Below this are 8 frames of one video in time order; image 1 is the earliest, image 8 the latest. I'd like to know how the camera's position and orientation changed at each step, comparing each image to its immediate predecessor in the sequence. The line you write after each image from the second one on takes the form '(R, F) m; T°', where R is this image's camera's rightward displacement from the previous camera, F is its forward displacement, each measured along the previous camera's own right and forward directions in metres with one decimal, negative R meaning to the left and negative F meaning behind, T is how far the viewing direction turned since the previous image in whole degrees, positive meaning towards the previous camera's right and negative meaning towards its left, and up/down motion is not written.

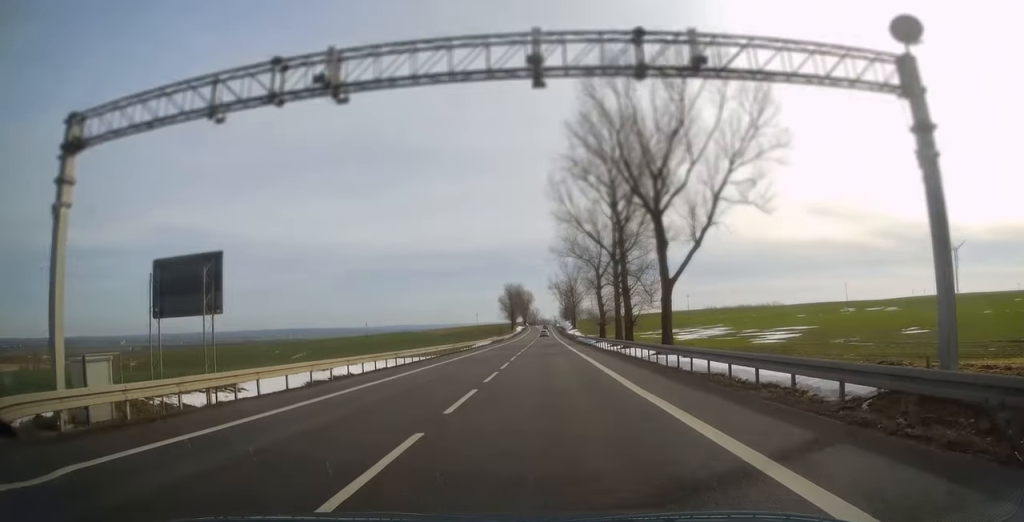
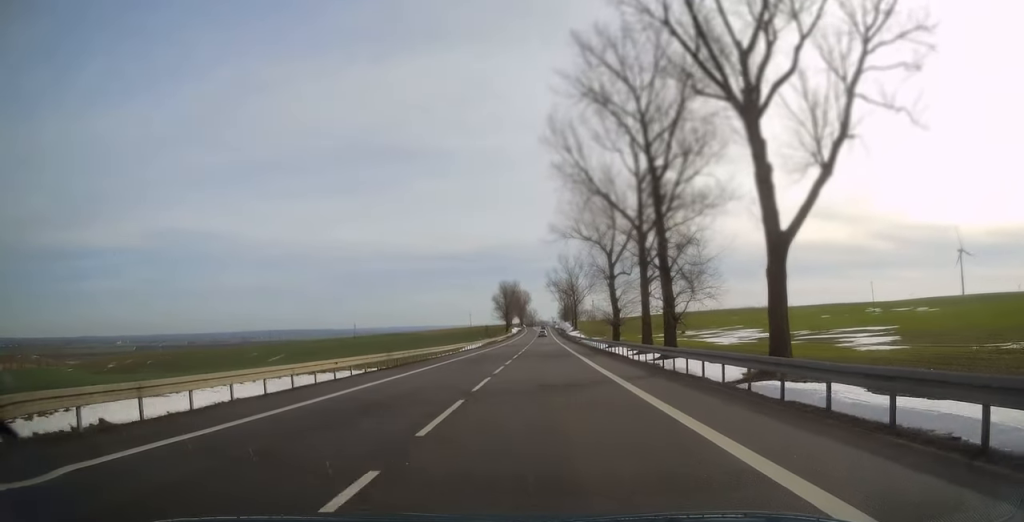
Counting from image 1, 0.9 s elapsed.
(-0.1, +21.3) m; 0°
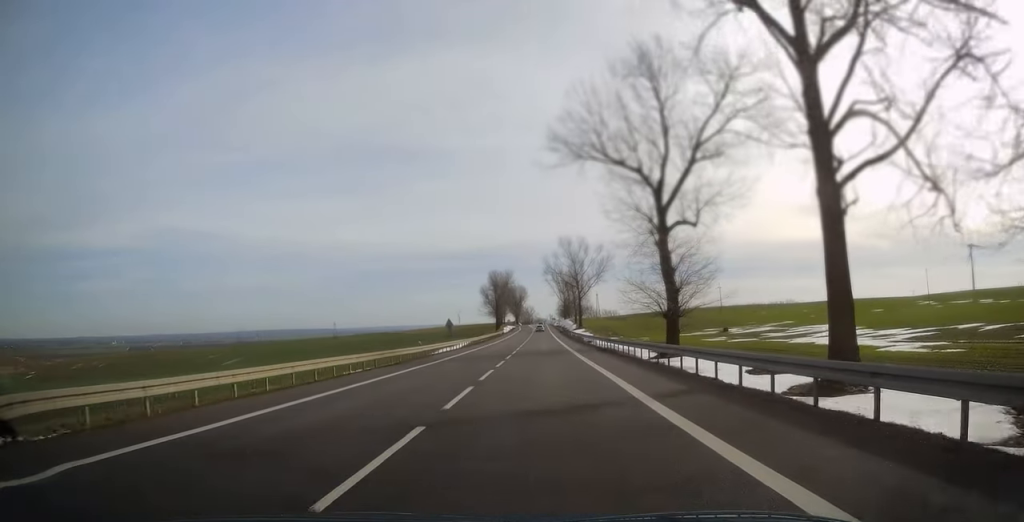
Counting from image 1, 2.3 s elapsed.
(+0.3, +35.4) m; 0°
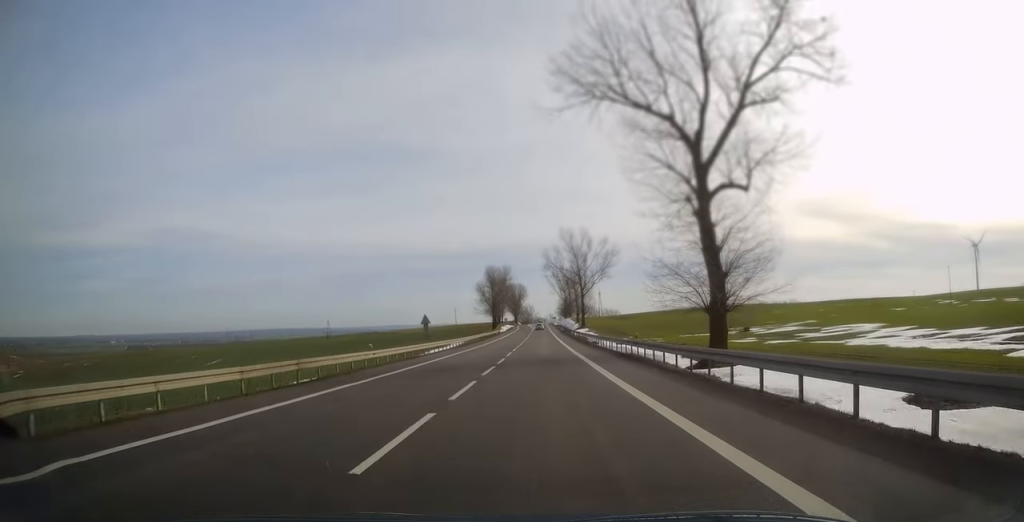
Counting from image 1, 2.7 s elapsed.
(0.0, +11.4) m; 0°
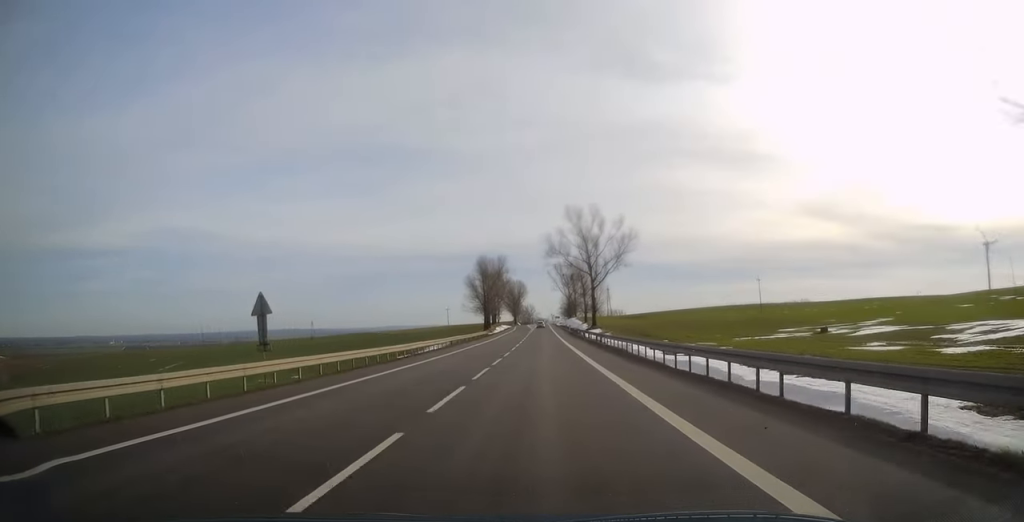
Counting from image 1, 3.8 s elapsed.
(-0.1, +27.6) m; 0°
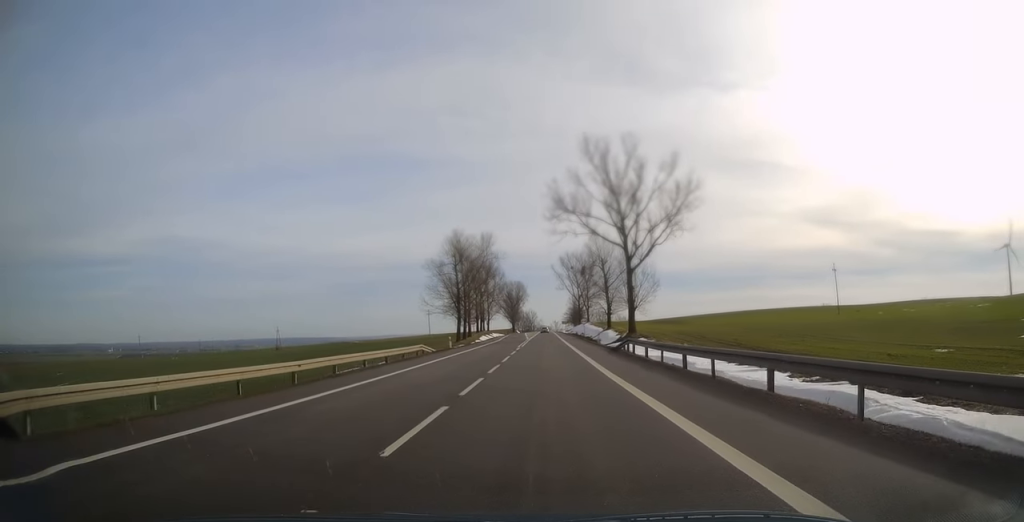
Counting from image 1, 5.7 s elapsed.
(0.0, +48.0) m; 0°
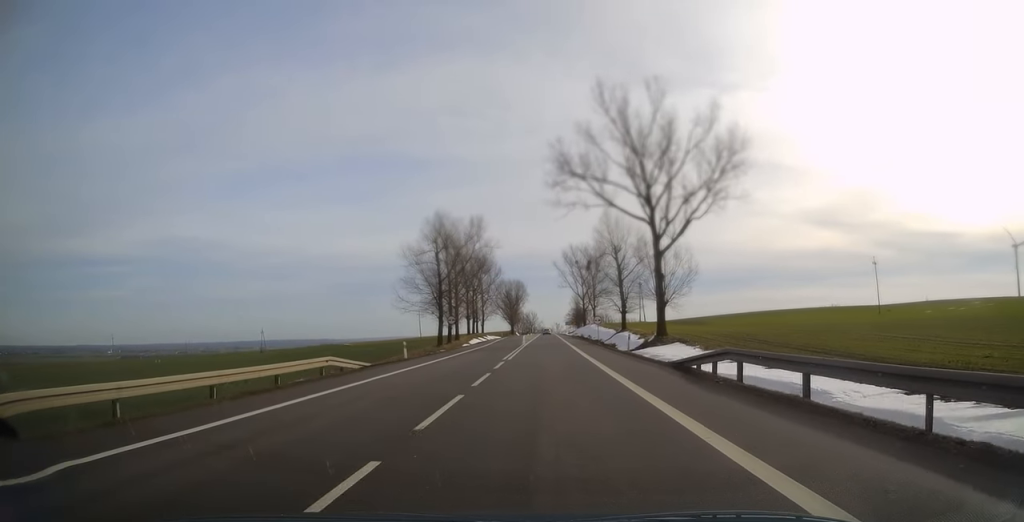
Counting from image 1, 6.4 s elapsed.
(0.0, +17.5) m; 0°
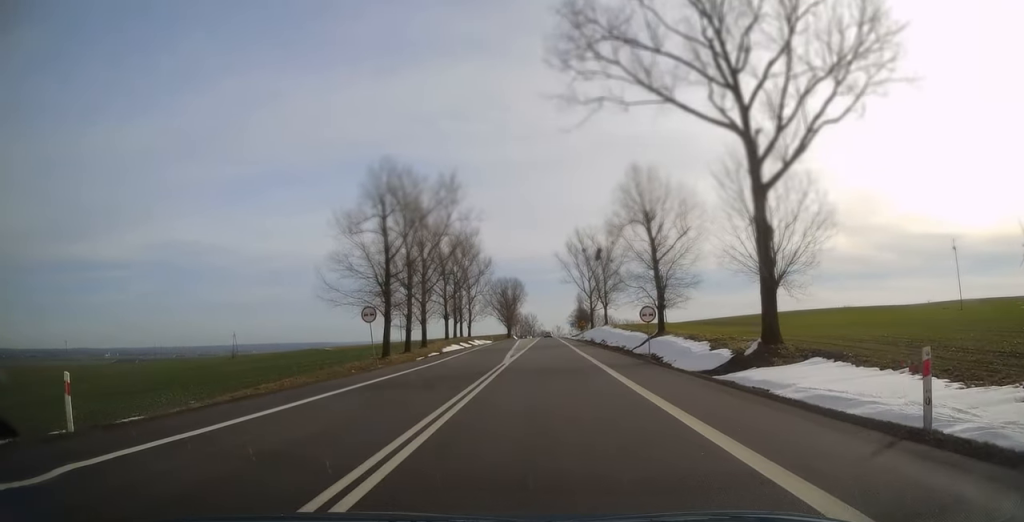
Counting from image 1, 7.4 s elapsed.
(0.0, +26.5) m; 0°
